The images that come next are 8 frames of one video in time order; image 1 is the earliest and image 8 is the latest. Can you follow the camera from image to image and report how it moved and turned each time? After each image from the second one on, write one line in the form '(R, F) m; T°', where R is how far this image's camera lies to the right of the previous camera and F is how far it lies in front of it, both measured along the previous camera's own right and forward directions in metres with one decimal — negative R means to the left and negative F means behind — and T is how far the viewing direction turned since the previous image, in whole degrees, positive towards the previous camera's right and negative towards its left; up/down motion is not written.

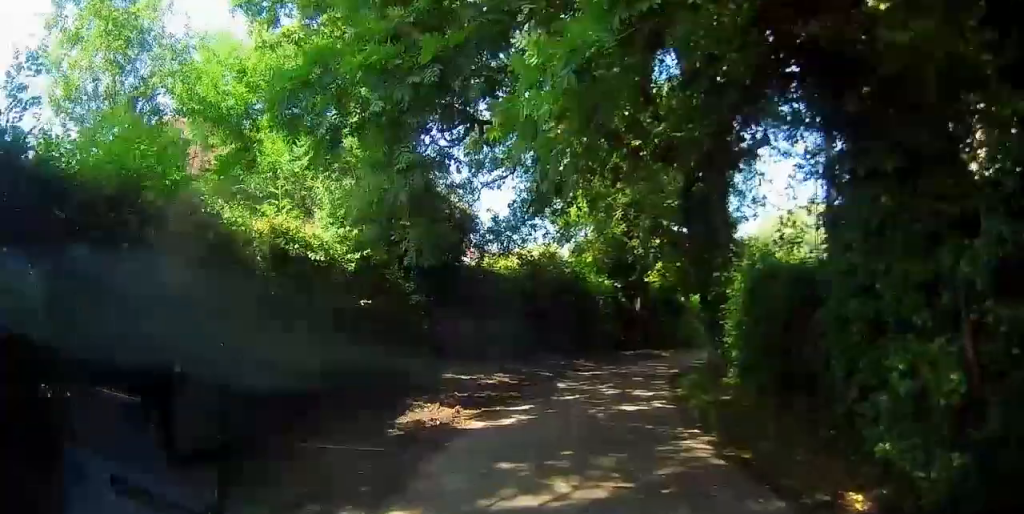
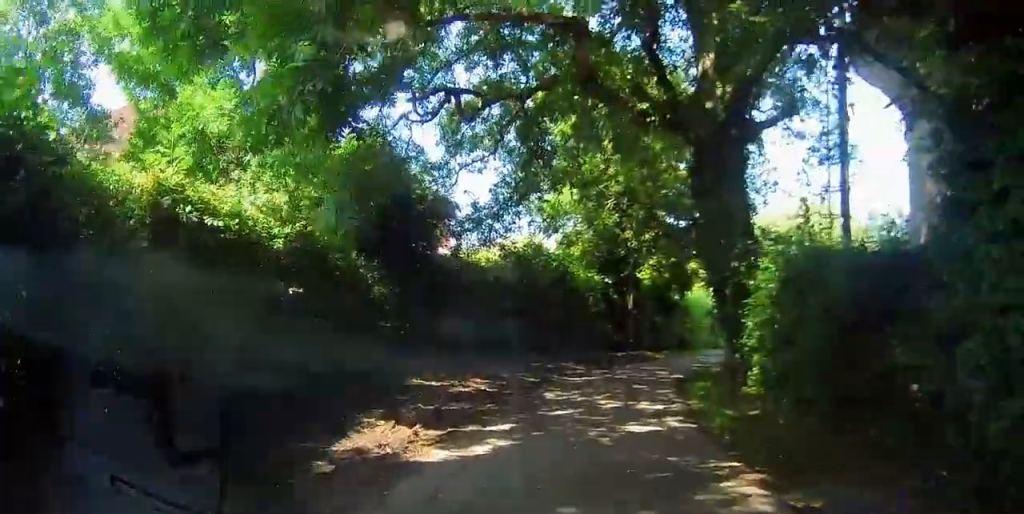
(+0.2, +1.7) m; +3°
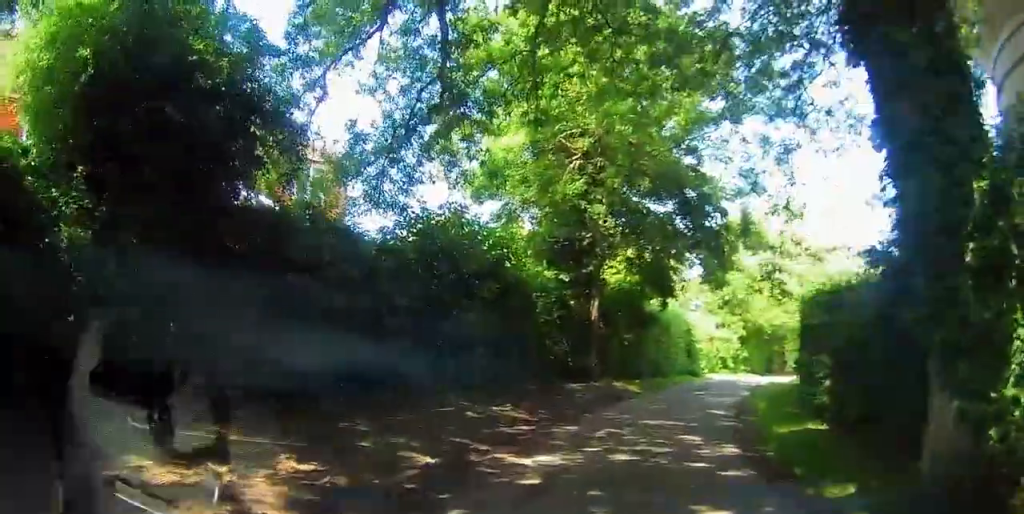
(-0.3, +5.2) m; +5°
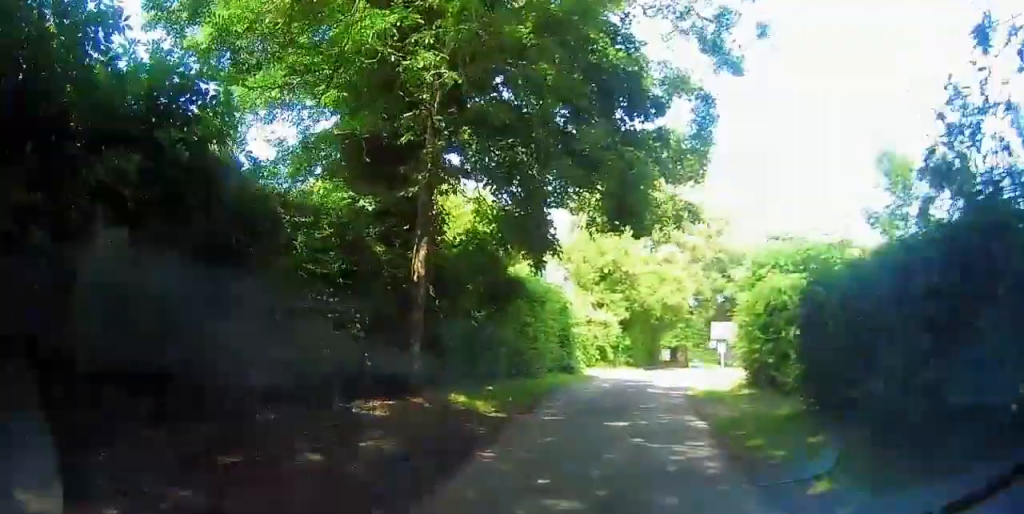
(+1.1, +7.1) m; +18°
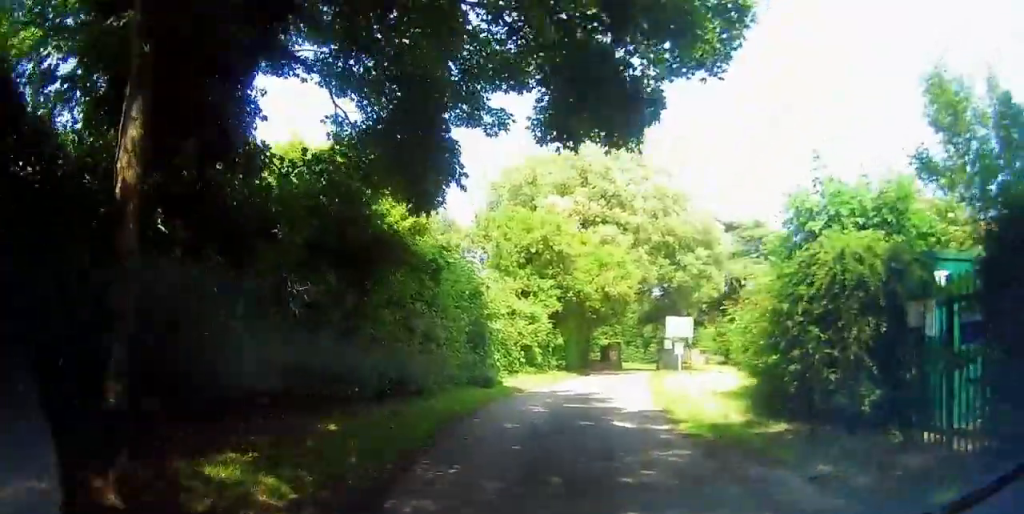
(+0.6, +5.5) m; +10°
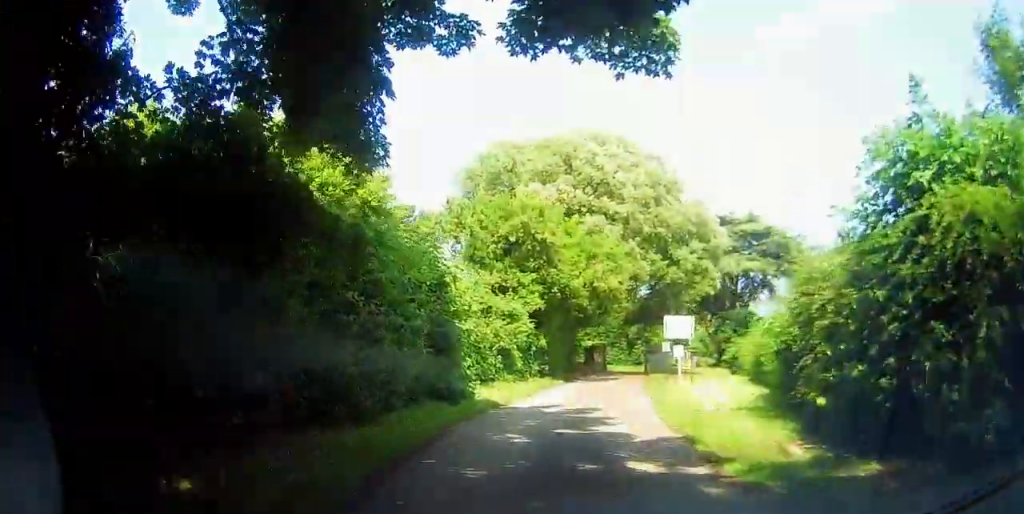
(+0.1, +2.3) m; -14°
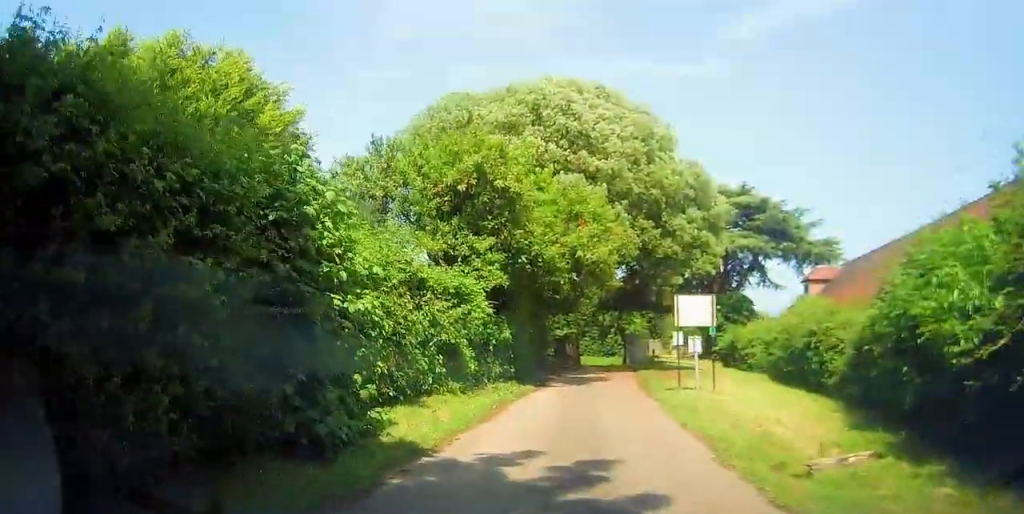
(-1.5, +4.5) m; -13°
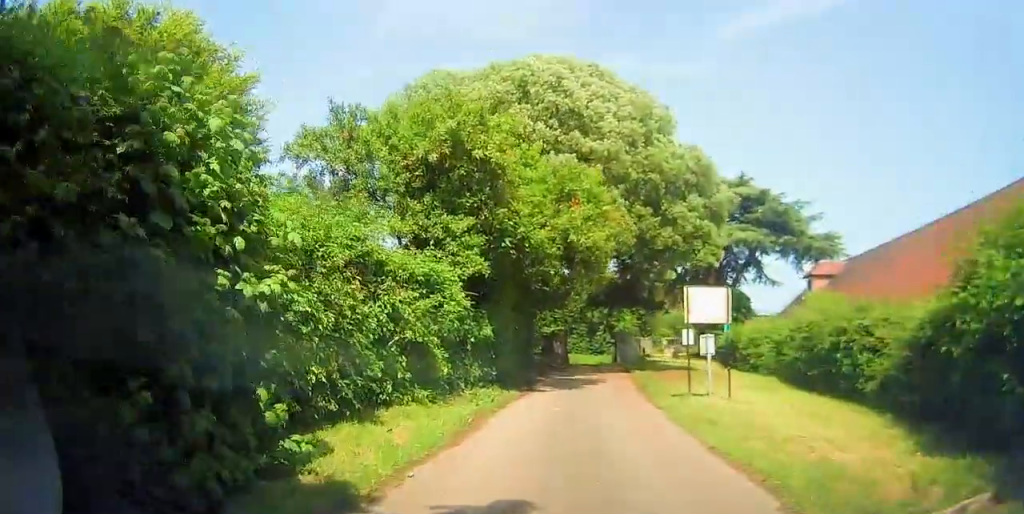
(-0.4, +1.9) m; +4°
